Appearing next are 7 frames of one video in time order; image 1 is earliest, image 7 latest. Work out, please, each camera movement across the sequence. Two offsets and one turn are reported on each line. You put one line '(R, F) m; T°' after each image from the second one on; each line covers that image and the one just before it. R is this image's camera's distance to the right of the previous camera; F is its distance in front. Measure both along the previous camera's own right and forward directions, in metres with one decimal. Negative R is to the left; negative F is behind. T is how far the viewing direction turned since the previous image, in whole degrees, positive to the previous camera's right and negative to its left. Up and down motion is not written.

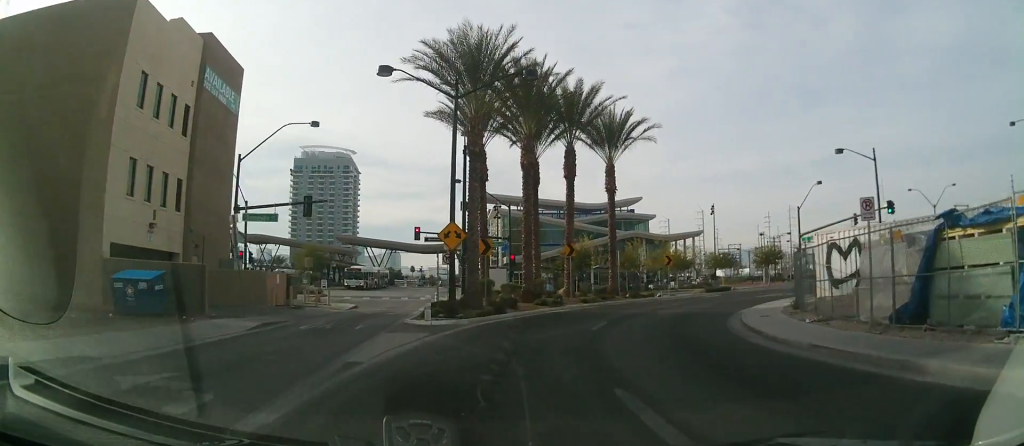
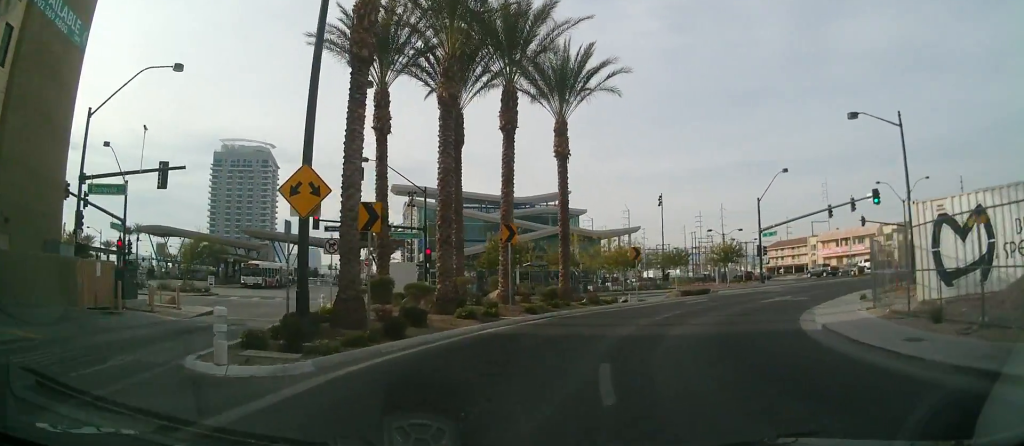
(0.0, +10.8) m; +4°
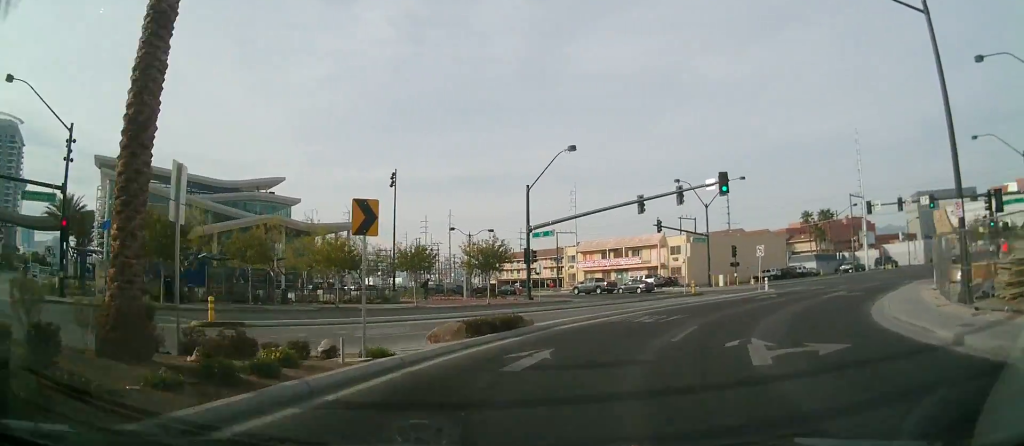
(+4.9, +18.5) m; +32°
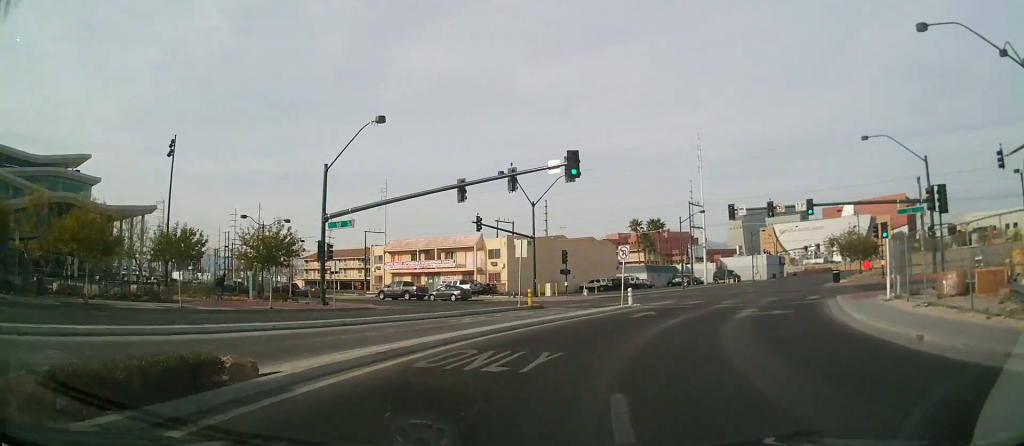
(+1.0, +9.4) m; +13°
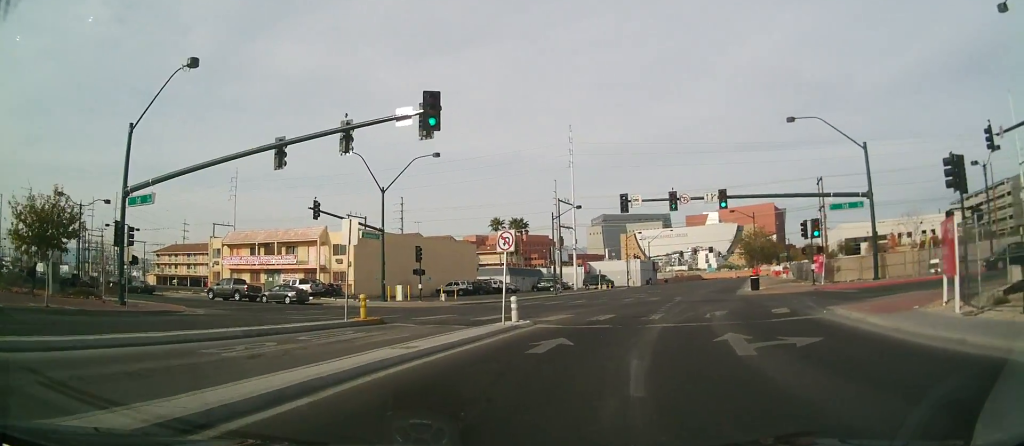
(+1.3, +9.8) m; +21°
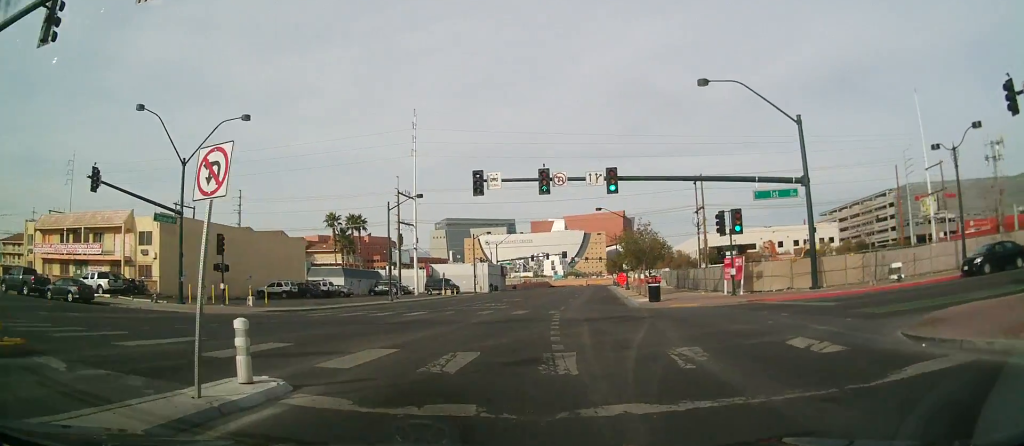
(+1.7, +11.1) m; +8°
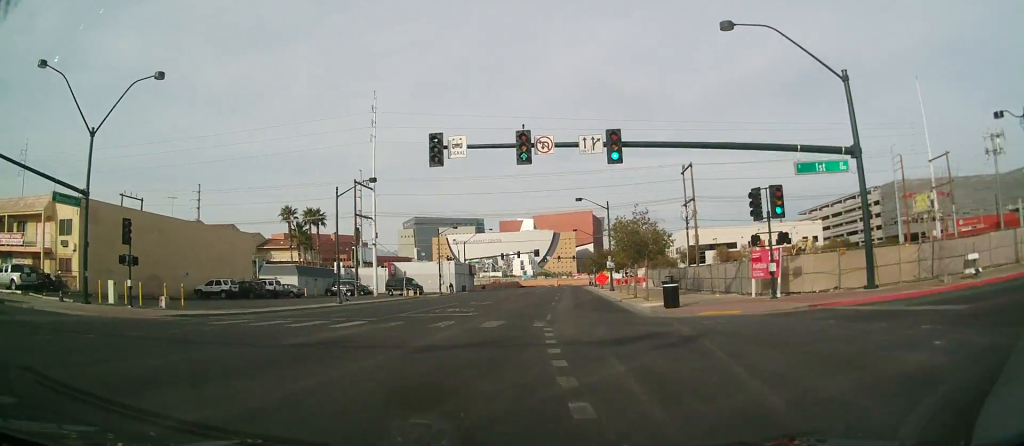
(-0.1, +8.1) m; +2°
